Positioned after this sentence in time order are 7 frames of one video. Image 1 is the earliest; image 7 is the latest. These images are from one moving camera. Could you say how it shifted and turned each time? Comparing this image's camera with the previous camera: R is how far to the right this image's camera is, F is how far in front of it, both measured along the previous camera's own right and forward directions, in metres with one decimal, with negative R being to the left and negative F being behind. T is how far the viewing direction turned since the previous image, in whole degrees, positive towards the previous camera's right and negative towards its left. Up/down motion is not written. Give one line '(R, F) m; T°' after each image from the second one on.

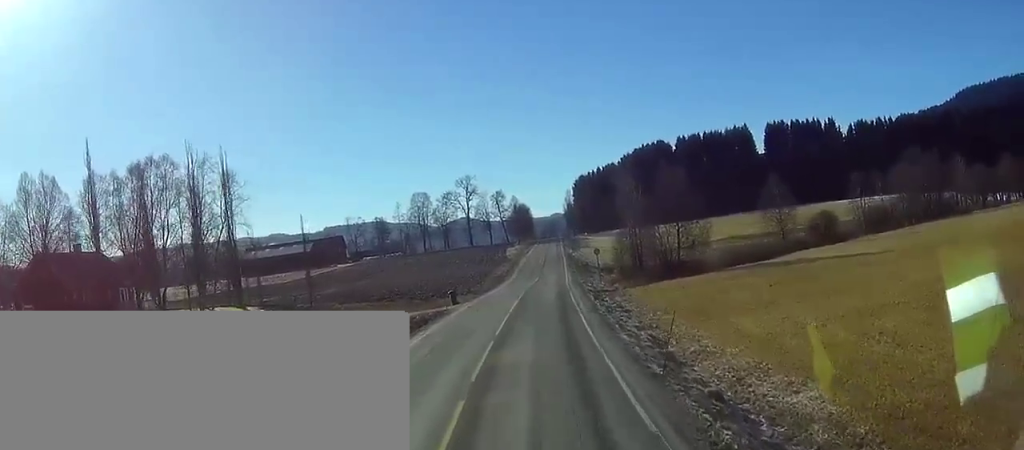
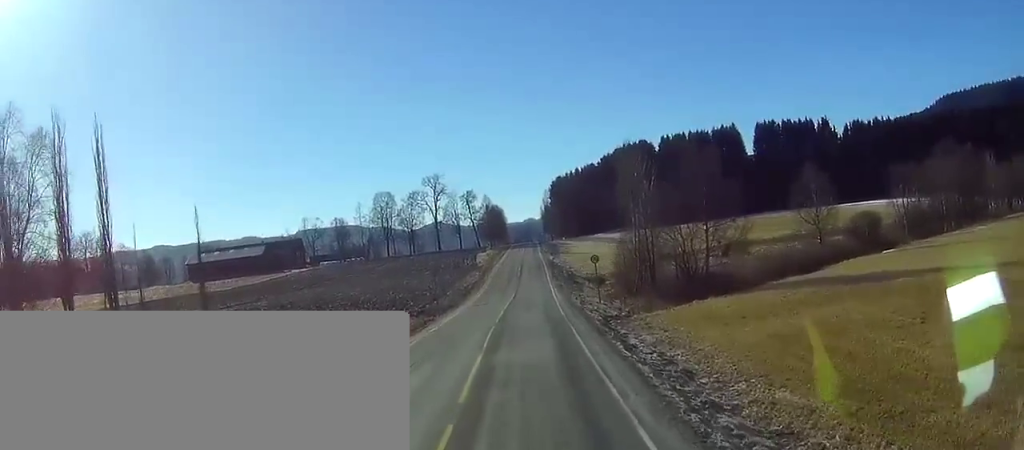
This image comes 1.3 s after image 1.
(0.0, +25.9) m; 0°
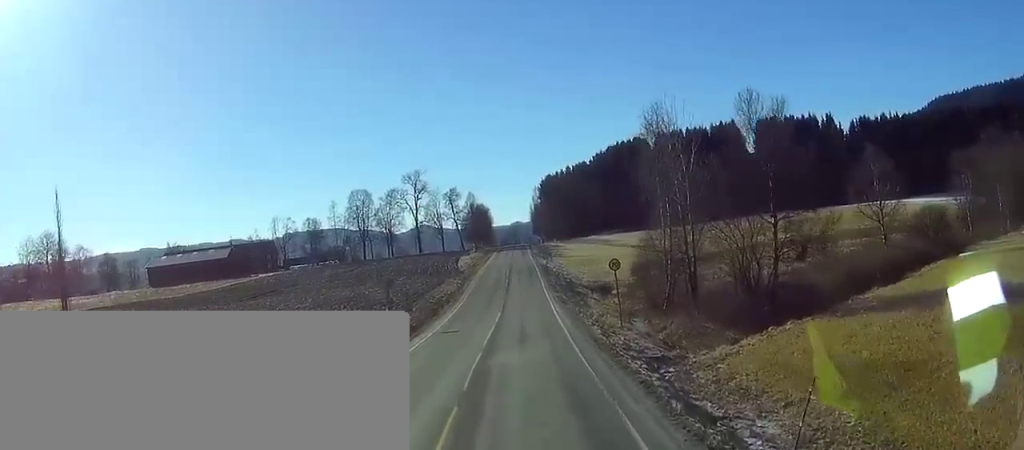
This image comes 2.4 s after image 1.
(+0.1, +21.8) m; +1°
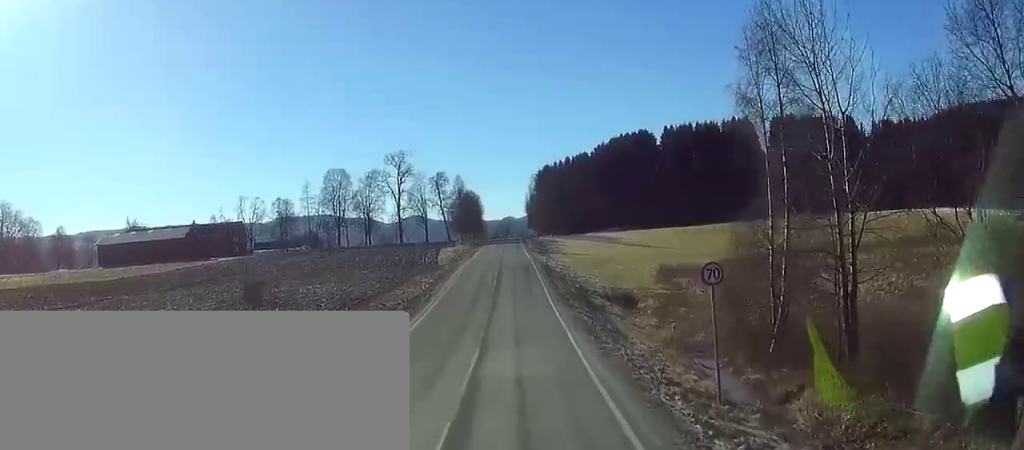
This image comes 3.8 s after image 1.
(+0.3, +26.7) m; +1°
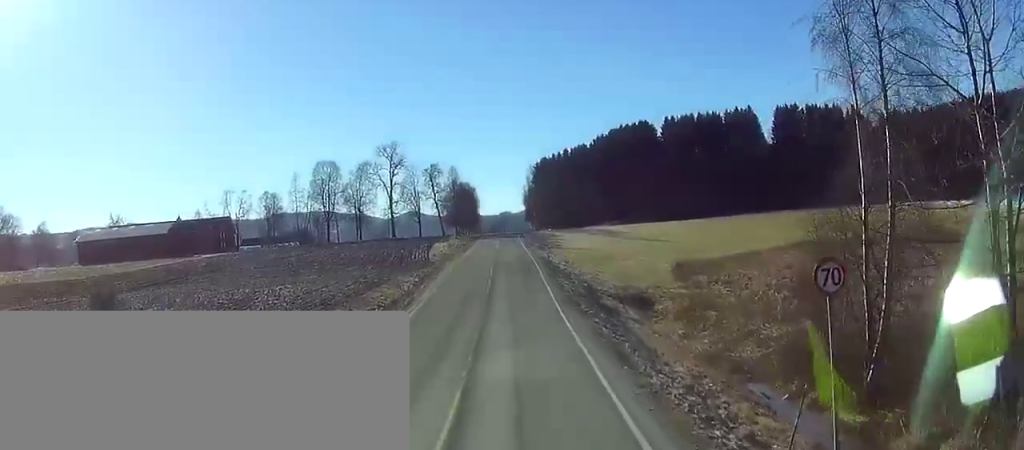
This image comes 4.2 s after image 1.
(0.0, +9.7) m; 0°
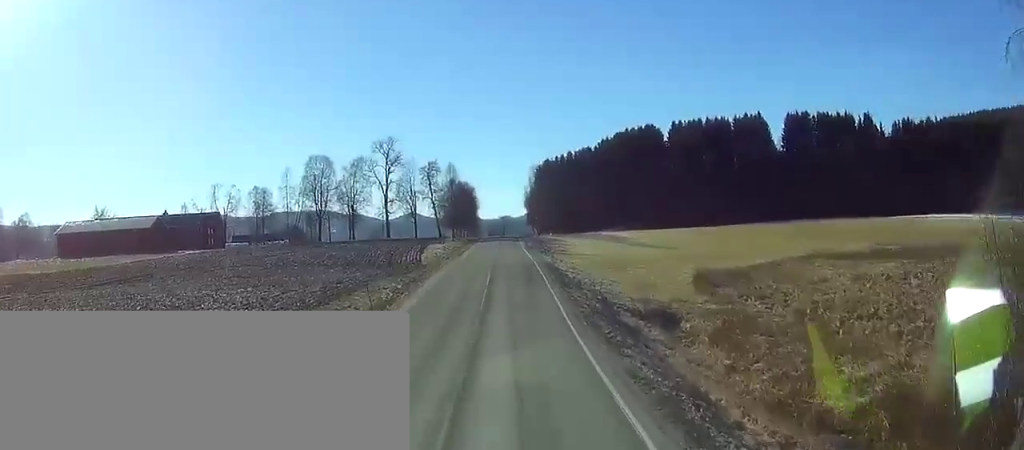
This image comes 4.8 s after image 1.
(0.0, +10.1) m; 0°
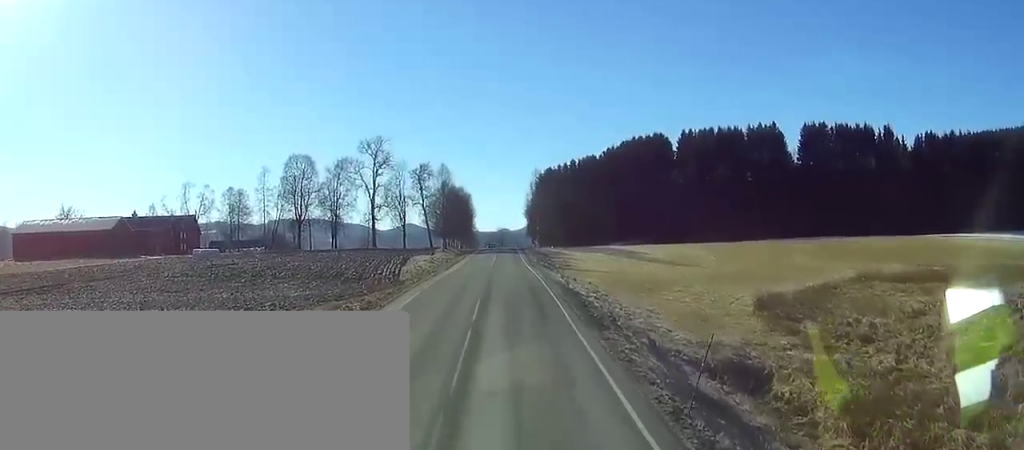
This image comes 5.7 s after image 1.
(0.0, +19.3) m; 0°
